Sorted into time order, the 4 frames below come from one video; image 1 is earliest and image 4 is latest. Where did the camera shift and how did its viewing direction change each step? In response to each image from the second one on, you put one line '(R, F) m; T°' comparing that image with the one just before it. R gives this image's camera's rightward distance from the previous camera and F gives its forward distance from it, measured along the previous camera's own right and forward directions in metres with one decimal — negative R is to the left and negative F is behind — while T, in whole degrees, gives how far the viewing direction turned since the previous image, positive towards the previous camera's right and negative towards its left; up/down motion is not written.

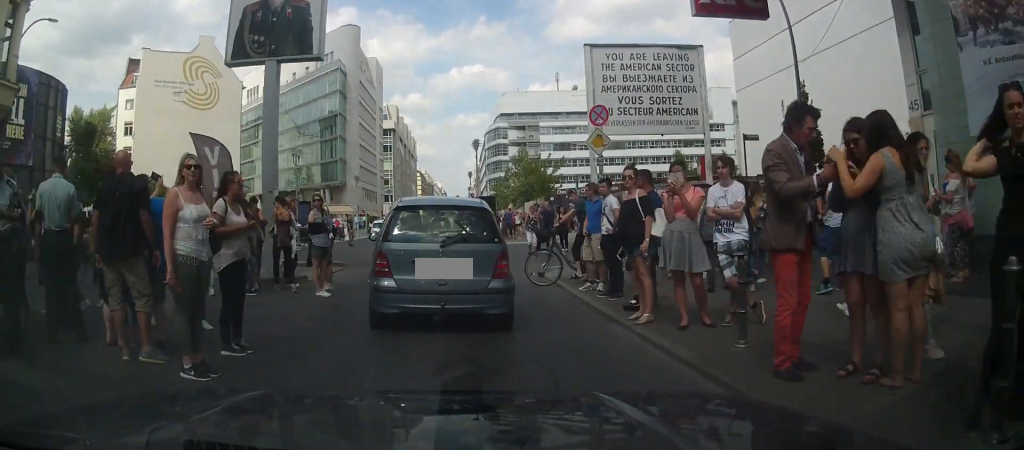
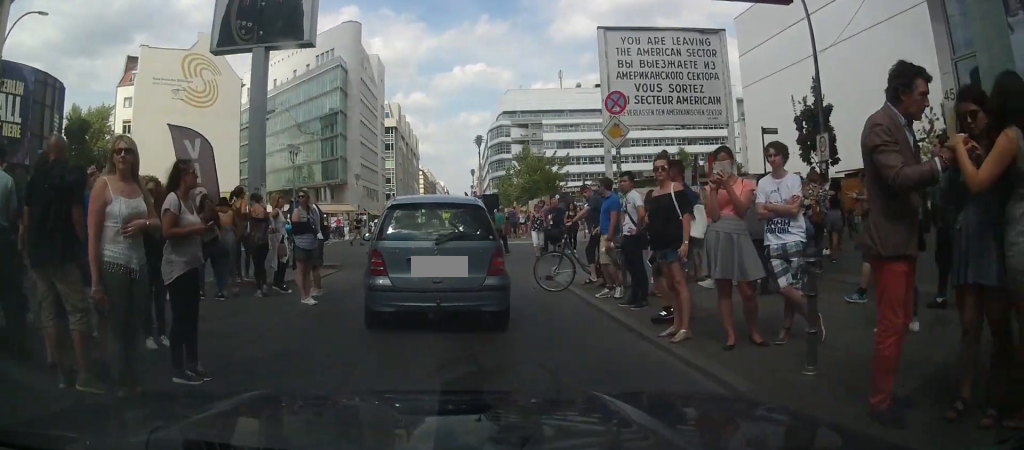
(0.0, +1.5) m; +2°
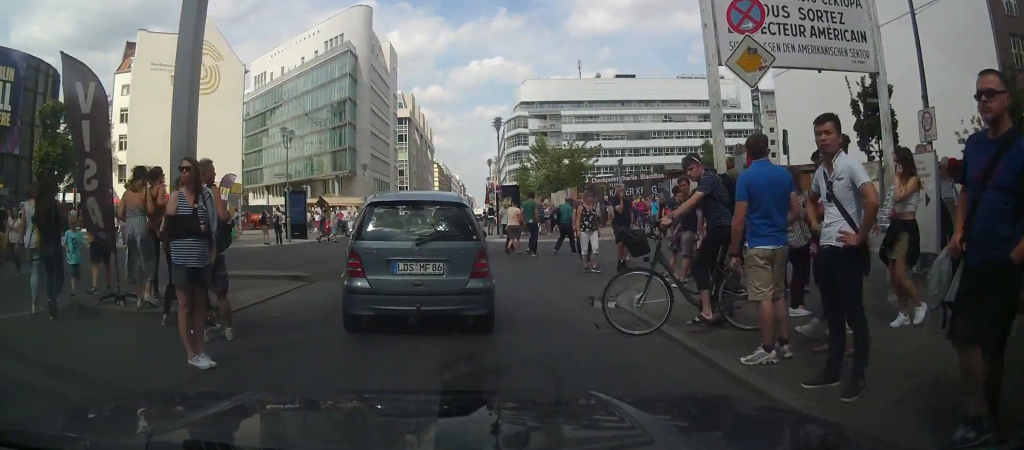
(+0.3, +5.4) m; +2°
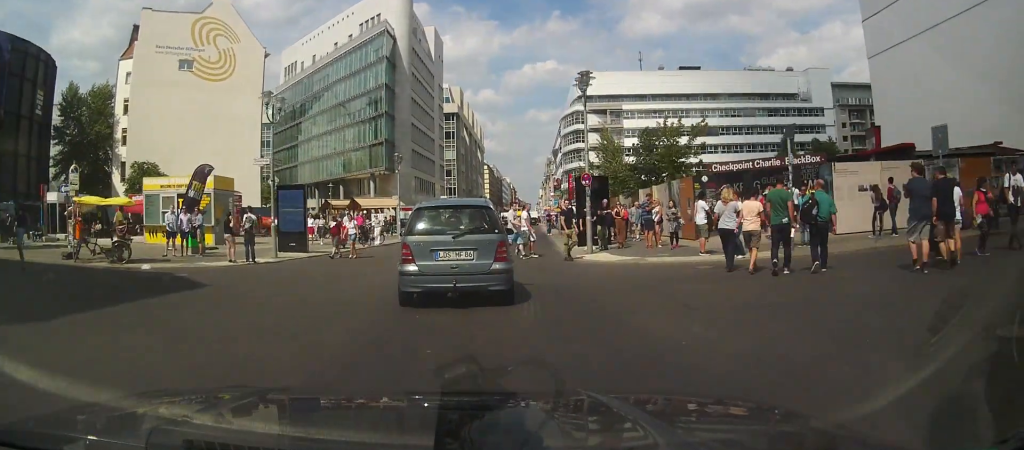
(-1.4, +10.7) m; -6°
